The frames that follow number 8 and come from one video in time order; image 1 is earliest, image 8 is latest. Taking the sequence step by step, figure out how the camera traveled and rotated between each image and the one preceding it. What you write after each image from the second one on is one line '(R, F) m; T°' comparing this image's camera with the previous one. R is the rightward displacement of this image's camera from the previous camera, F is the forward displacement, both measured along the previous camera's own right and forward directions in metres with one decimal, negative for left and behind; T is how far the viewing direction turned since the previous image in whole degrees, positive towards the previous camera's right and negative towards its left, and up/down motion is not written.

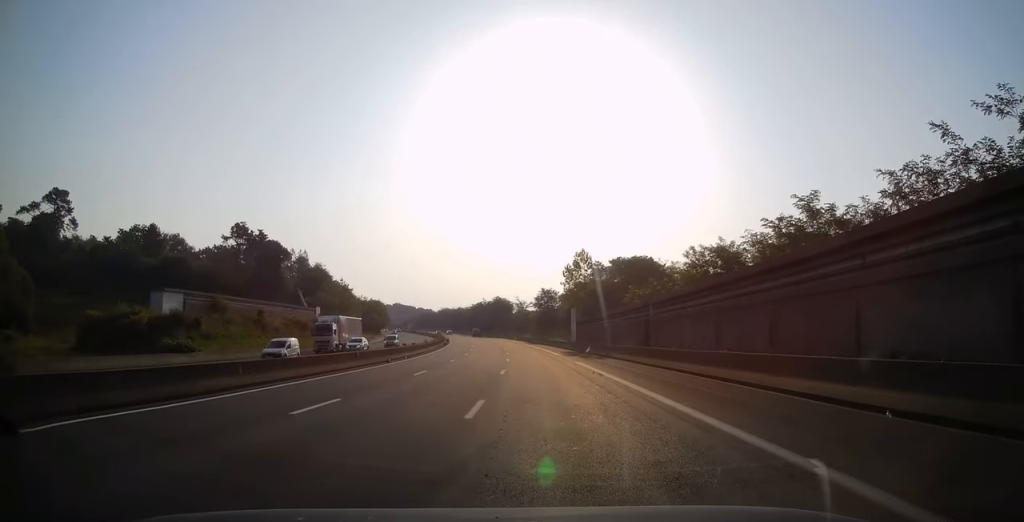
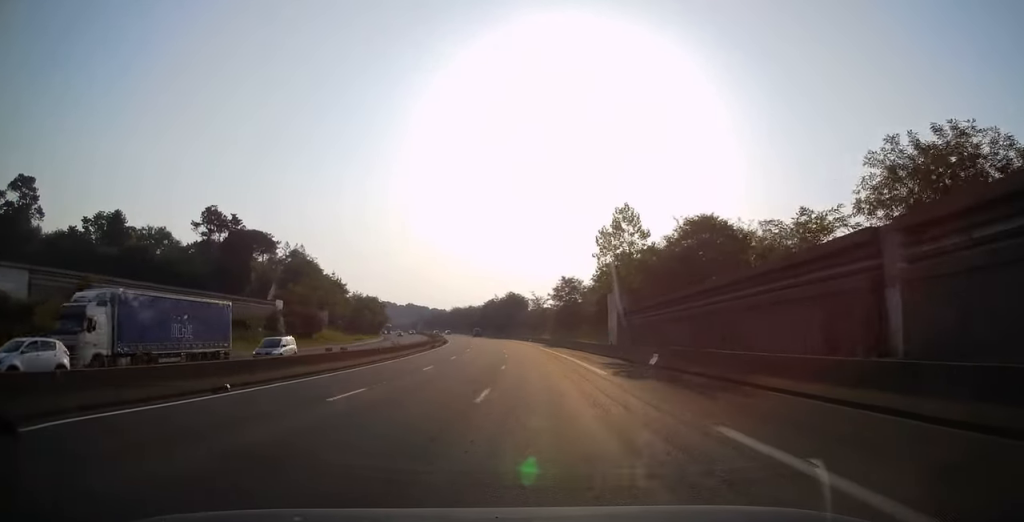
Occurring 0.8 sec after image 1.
(-0.1, +23.6) m; -2°
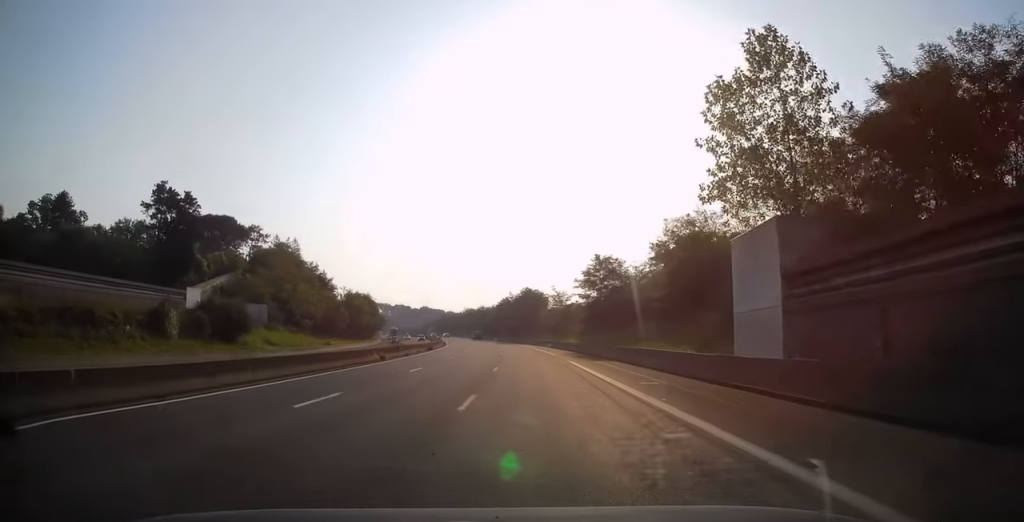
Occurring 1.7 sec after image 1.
(-0.5, +27.5) m; -2°
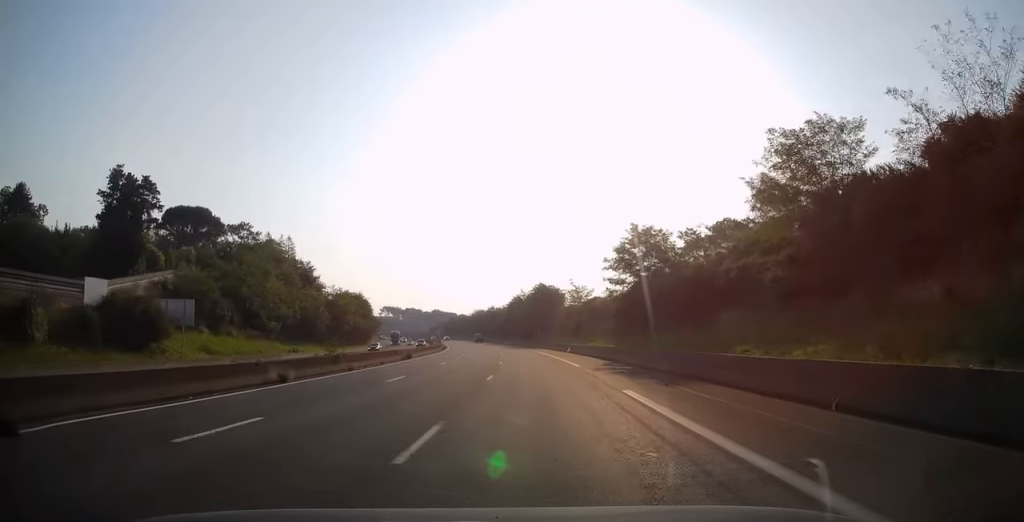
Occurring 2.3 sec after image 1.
(-0.3, +17.6) m; -1°
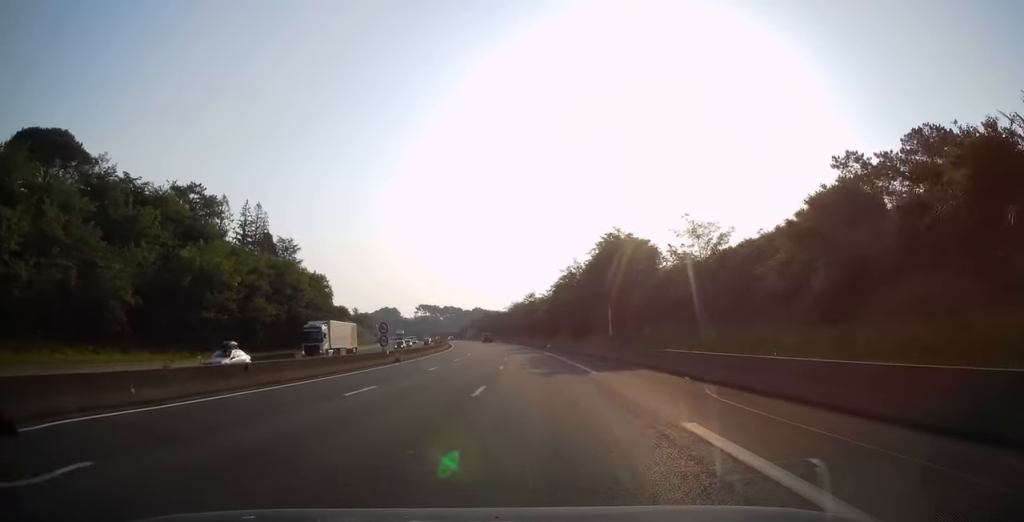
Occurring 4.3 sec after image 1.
(-2.1, +57.1) m; -6°
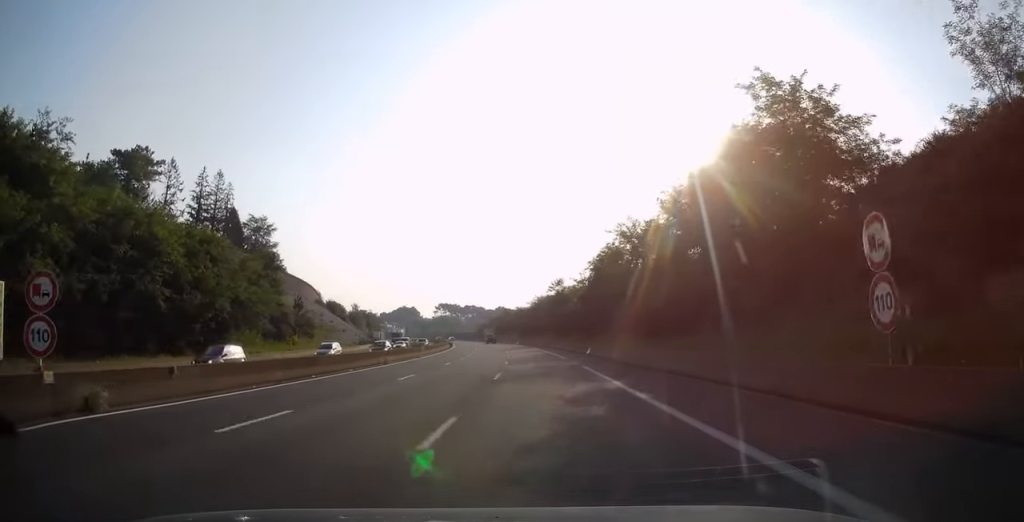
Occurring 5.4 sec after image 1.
(-0.9, +33.3) m; -2°
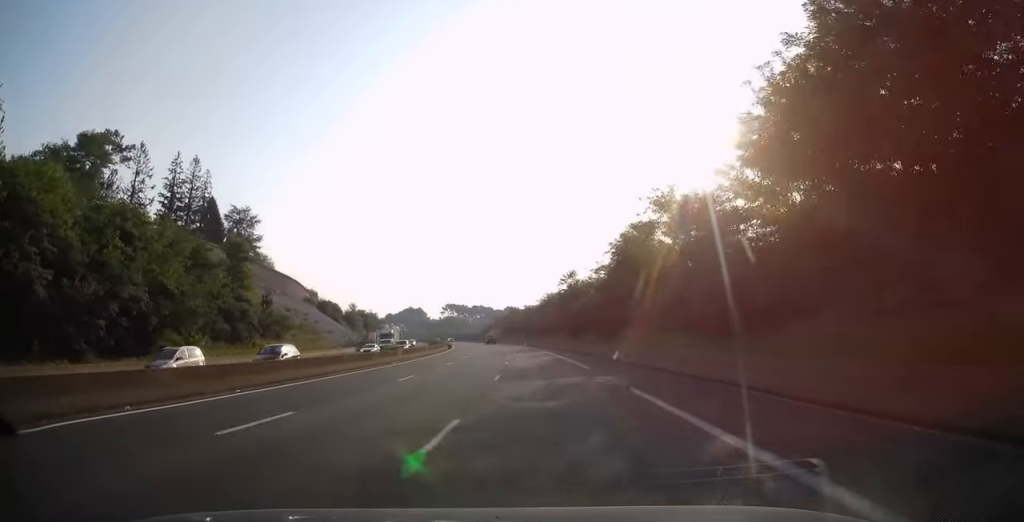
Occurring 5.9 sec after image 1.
(+0.1, +13.2) m; -1°
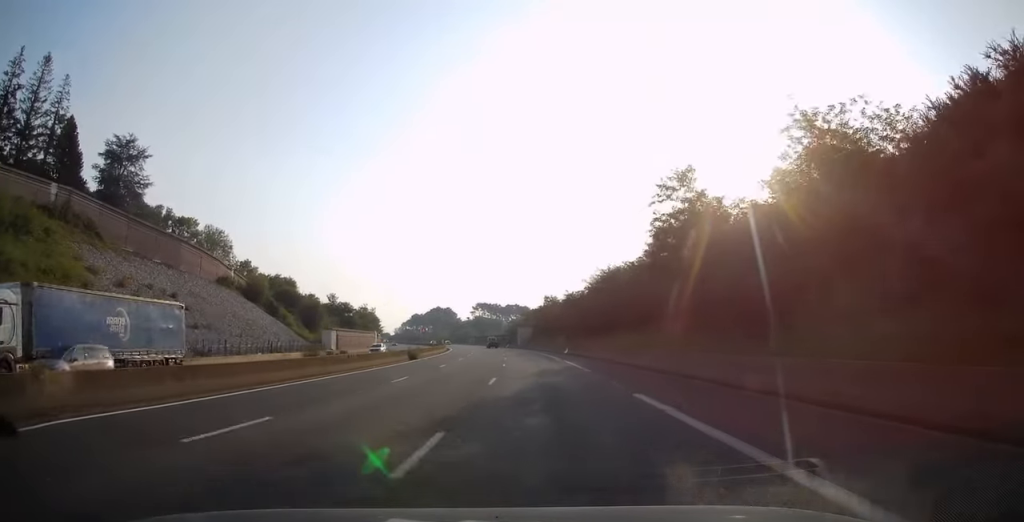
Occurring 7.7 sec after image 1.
(-1.8, +53.4) m; -4°
